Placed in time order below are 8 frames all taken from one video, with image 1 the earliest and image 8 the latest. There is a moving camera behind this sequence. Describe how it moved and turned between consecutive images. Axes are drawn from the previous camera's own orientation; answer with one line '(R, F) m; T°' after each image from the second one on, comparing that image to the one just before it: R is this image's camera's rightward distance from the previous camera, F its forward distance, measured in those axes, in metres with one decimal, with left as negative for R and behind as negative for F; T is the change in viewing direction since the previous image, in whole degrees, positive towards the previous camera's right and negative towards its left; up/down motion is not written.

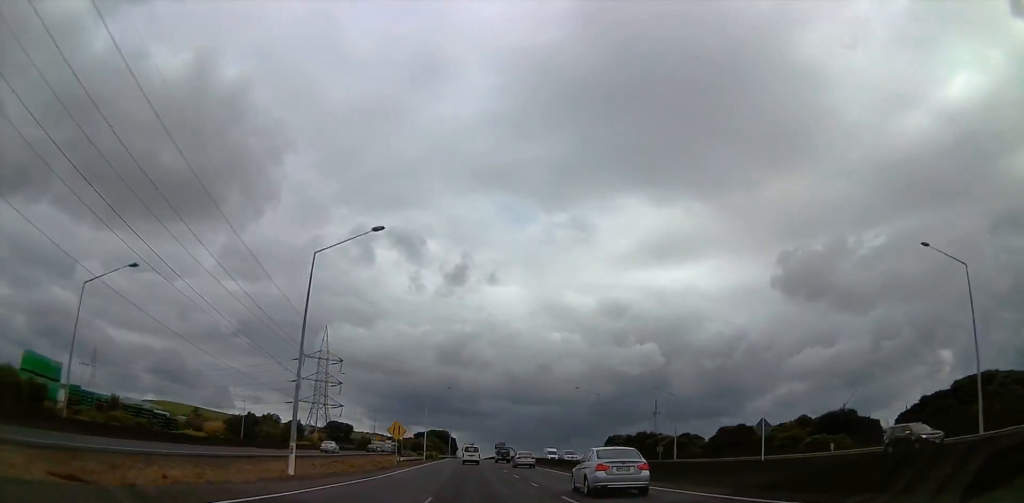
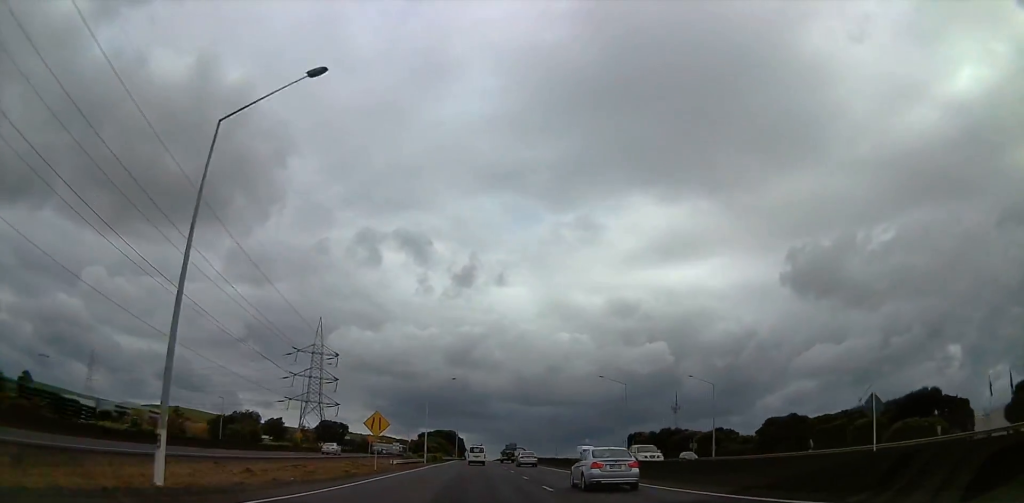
(-0.2, +14.5) m; -1°
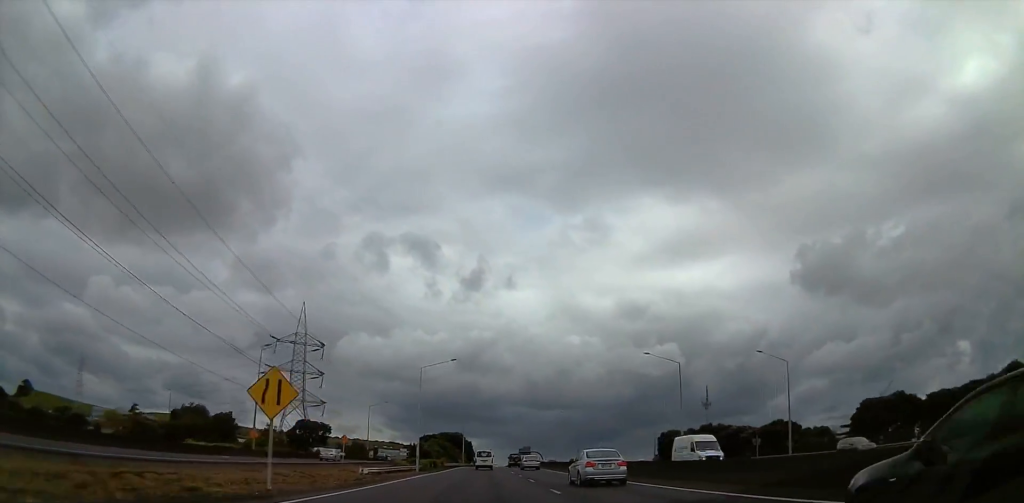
(-0.1, +21.7) m; -3°
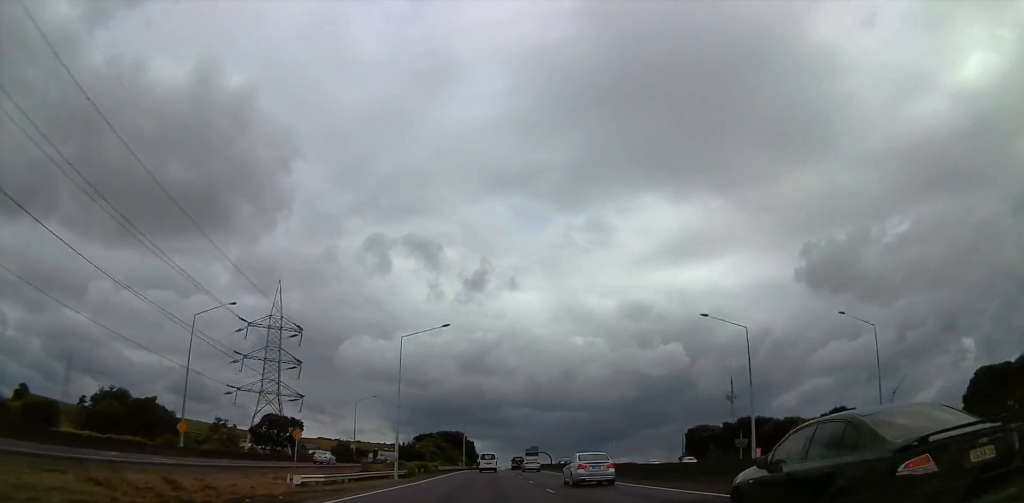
(-1.0, +18.0) m; -1°
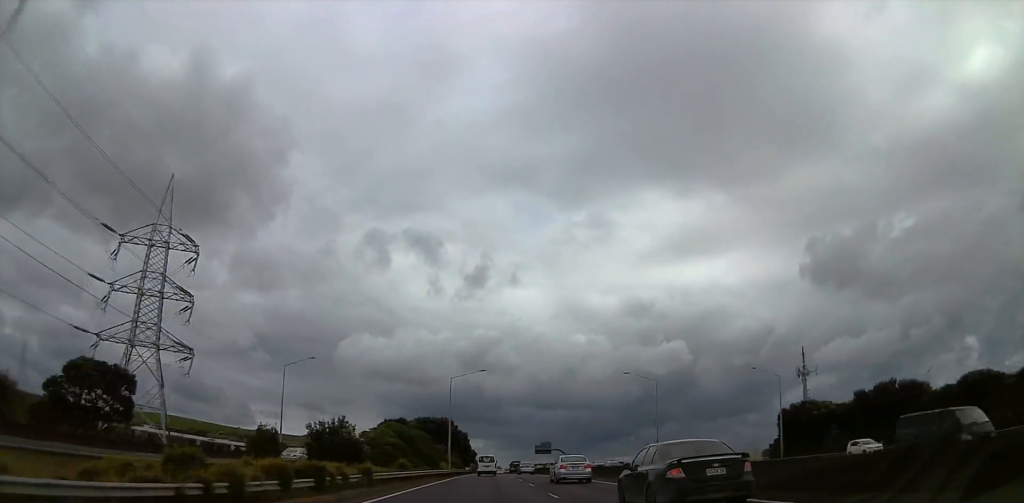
(+1.1, +44.2) m; +3°
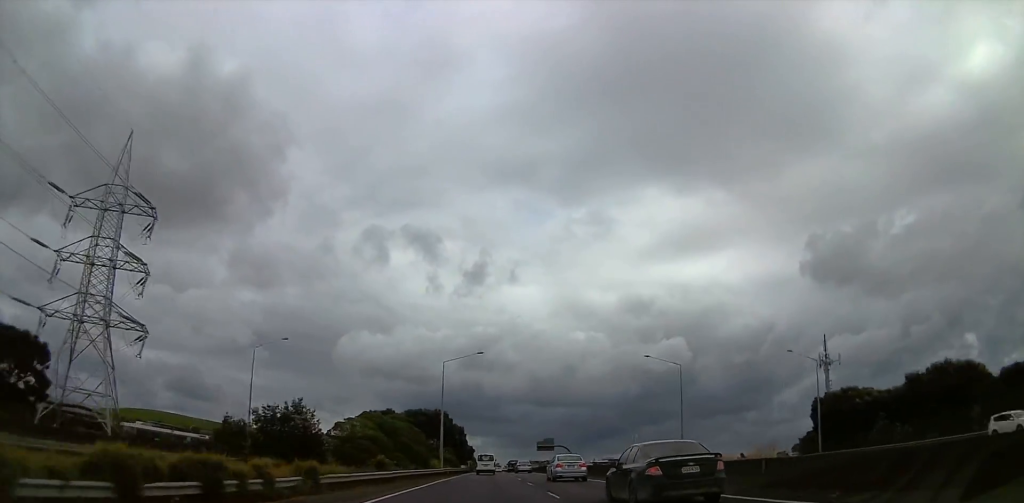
(+0.2, +9.8) m; 0°
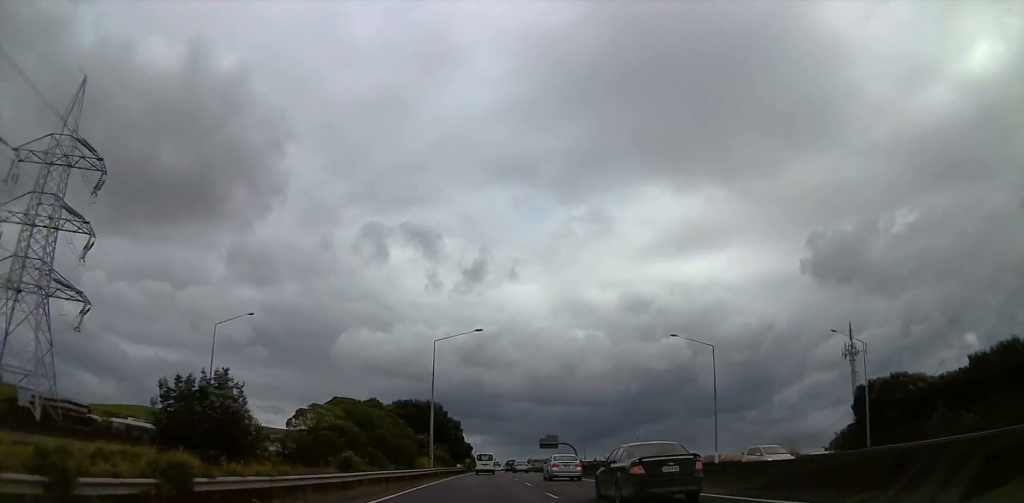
(+0.2, +9.8) m; 0°
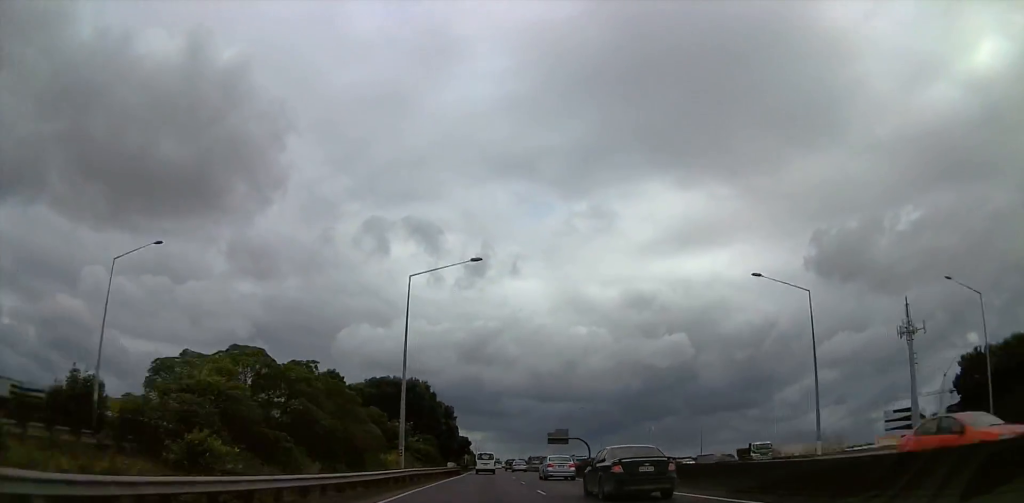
(-0.1, +18.6) m; 0°
